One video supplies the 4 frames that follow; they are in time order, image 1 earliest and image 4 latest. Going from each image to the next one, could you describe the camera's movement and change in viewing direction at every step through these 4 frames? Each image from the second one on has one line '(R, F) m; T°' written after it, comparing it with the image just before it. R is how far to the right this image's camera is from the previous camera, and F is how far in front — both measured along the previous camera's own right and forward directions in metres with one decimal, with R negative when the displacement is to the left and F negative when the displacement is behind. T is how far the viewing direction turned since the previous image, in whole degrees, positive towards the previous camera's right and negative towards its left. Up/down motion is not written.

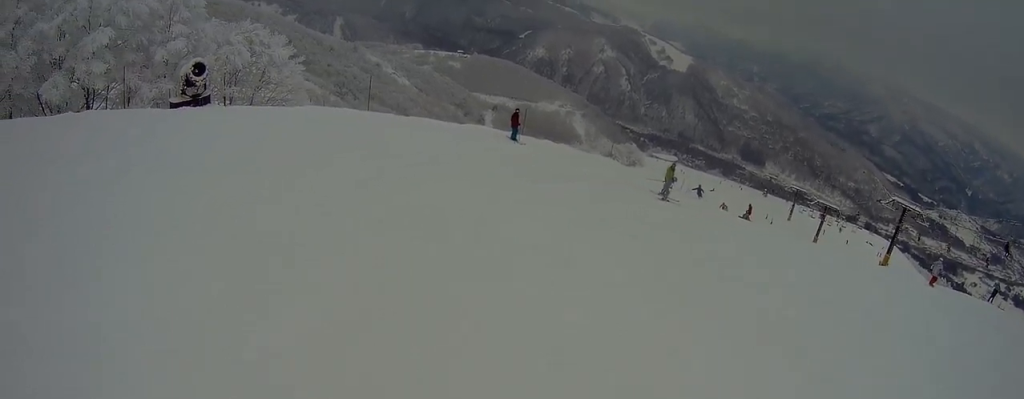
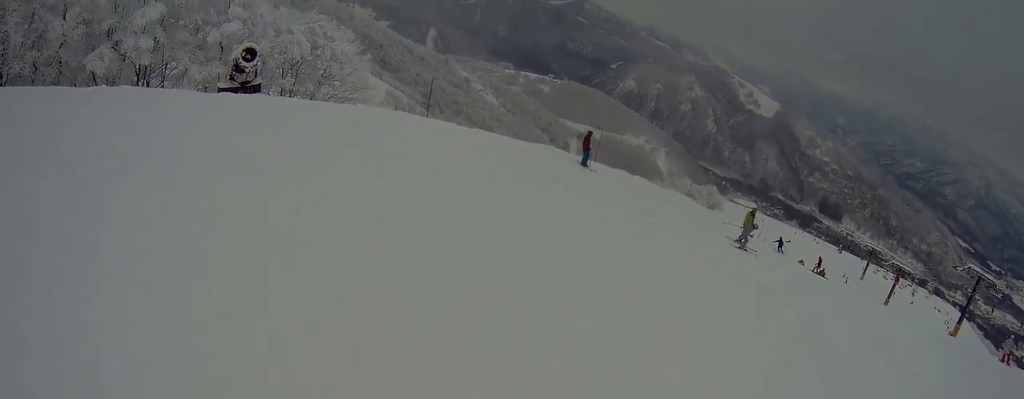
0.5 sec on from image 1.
(-0.4, +1.6) m; -19°
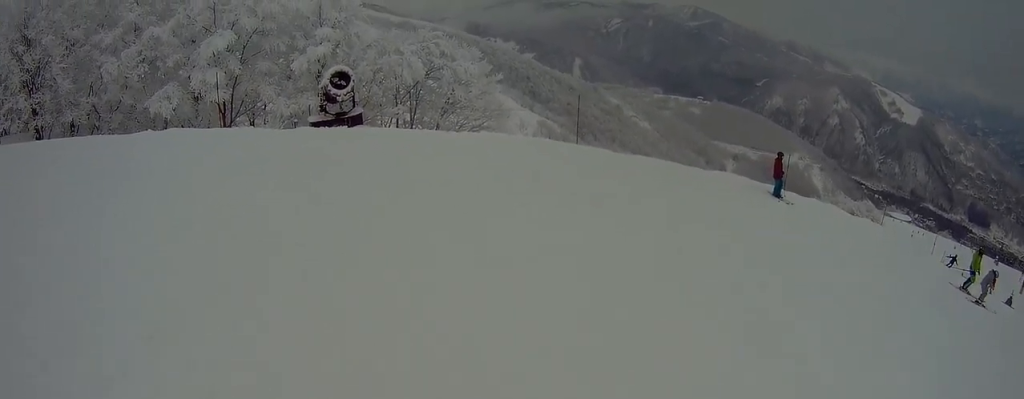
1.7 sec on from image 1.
(-1.9, +3.9) m; -22°
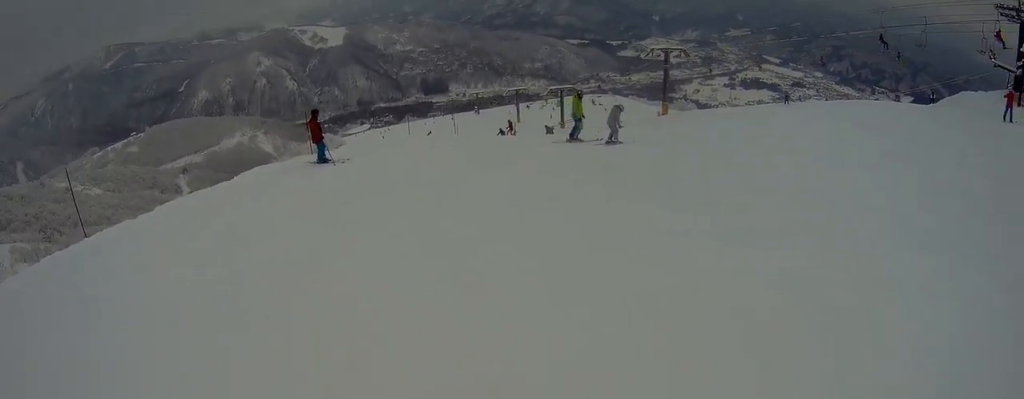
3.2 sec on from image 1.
(+1.9, +3.6) m; +65°
